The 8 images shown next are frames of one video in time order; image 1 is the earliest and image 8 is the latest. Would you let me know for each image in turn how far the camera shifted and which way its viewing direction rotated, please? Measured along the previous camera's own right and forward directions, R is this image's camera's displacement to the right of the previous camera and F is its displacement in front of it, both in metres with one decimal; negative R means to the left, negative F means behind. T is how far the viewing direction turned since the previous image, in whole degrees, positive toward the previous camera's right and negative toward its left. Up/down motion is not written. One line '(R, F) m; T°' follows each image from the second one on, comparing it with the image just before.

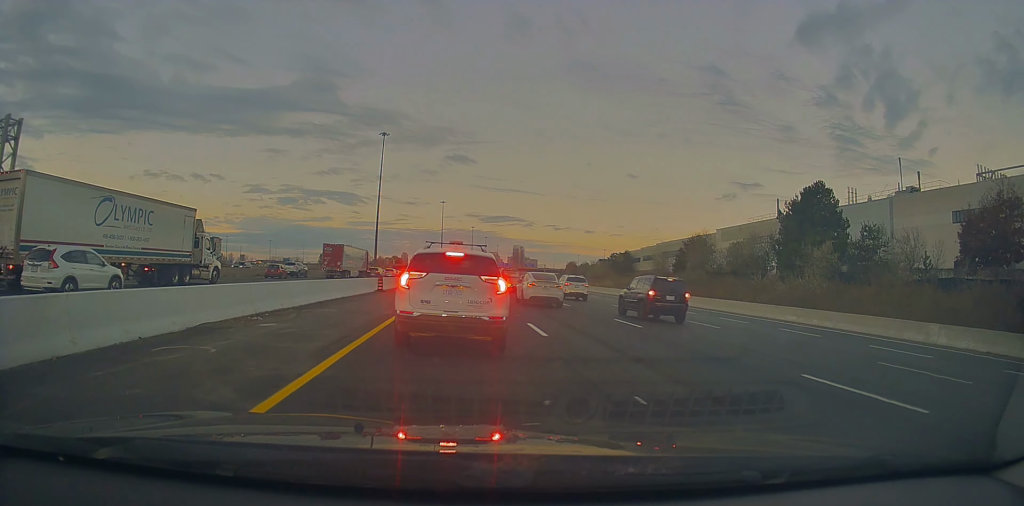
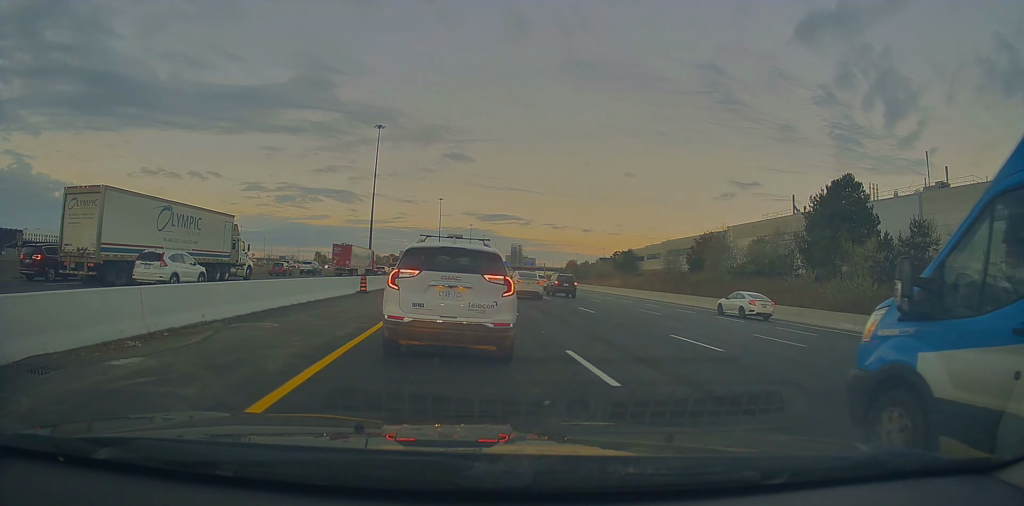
(-0.1, +5.5) m; +3°
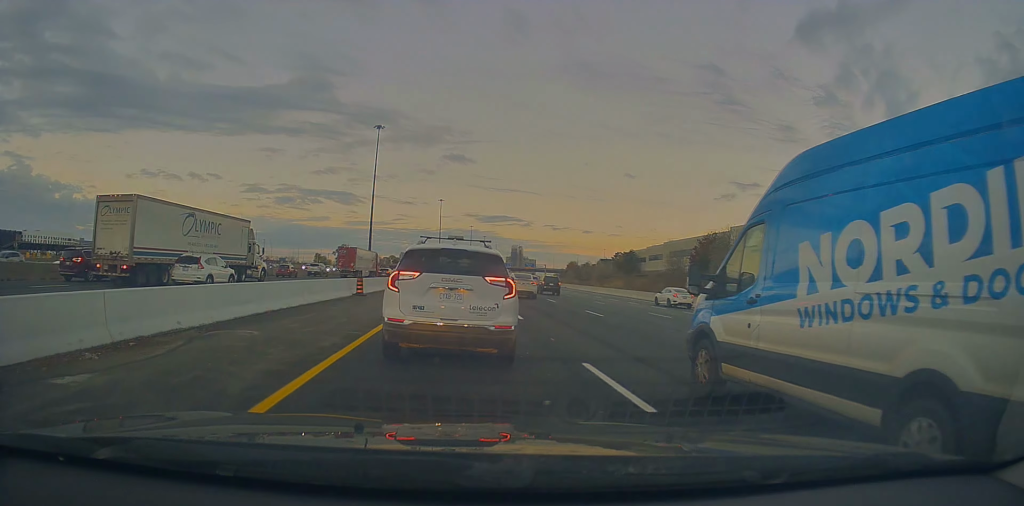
(+0.1, +1.5) m; +3°
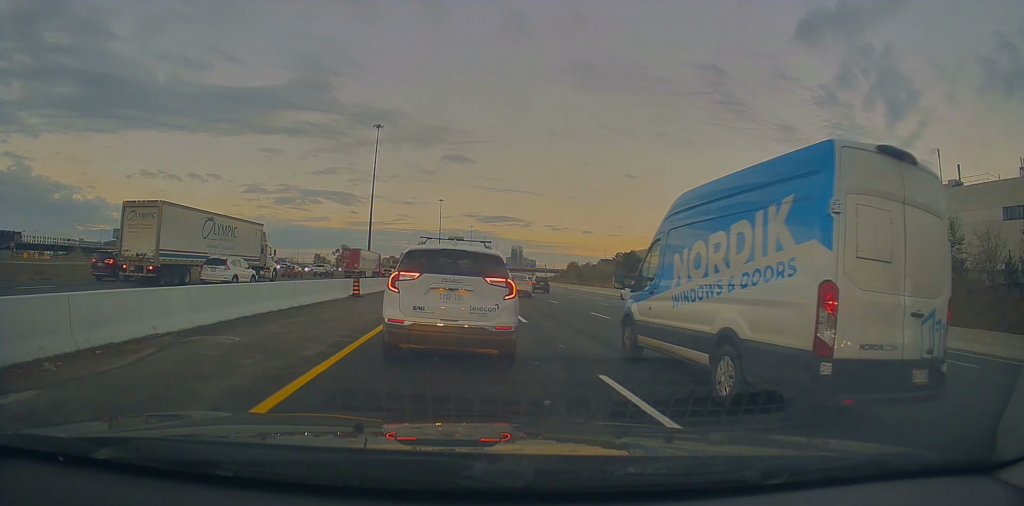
(-0.1, +1.0) m; 0°
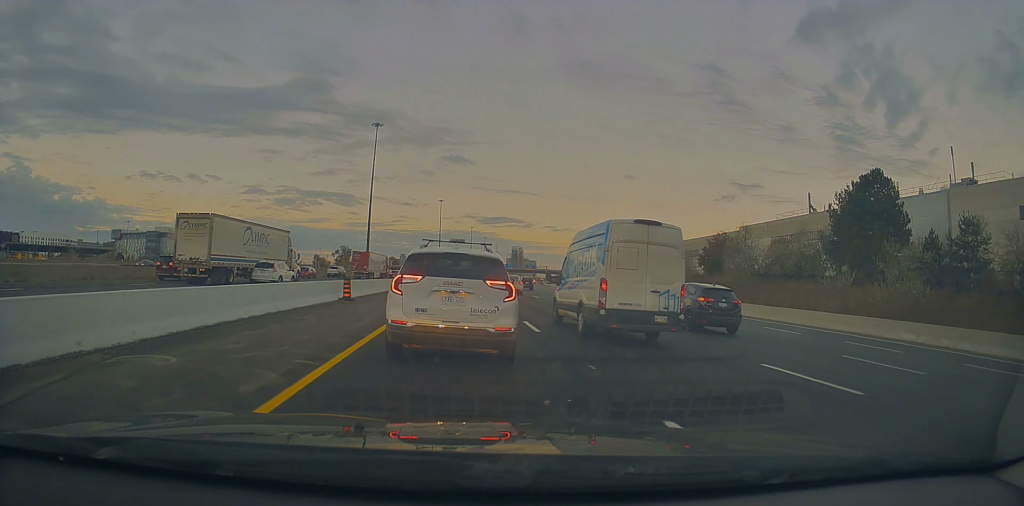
(+0.1, +2.7) m; +3°
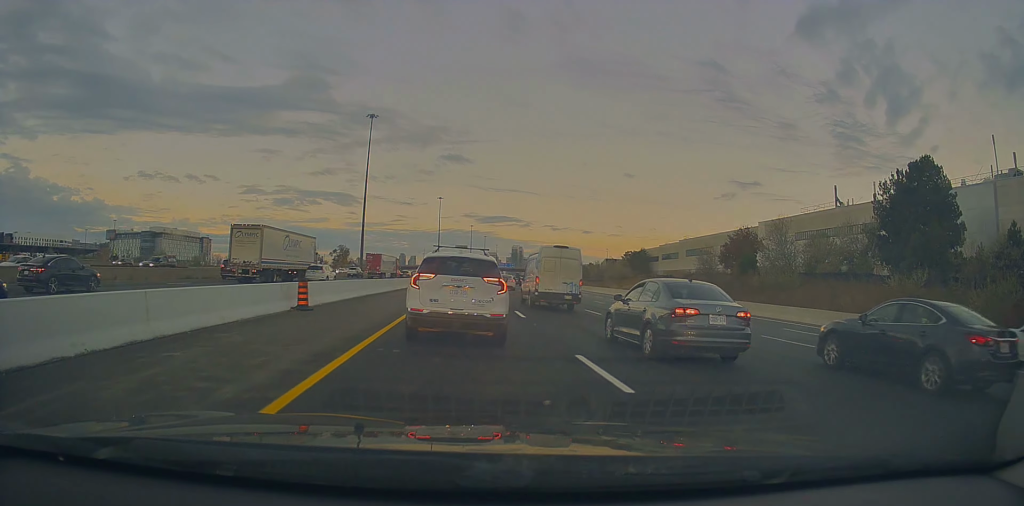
(-0.9, +7.4) m; -6°
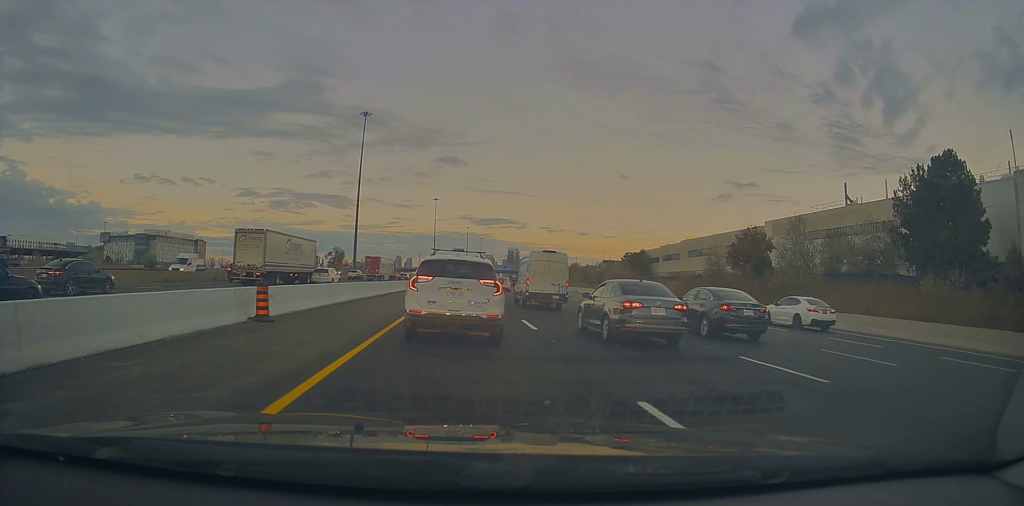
(+0.4, +3.6) m; +1°
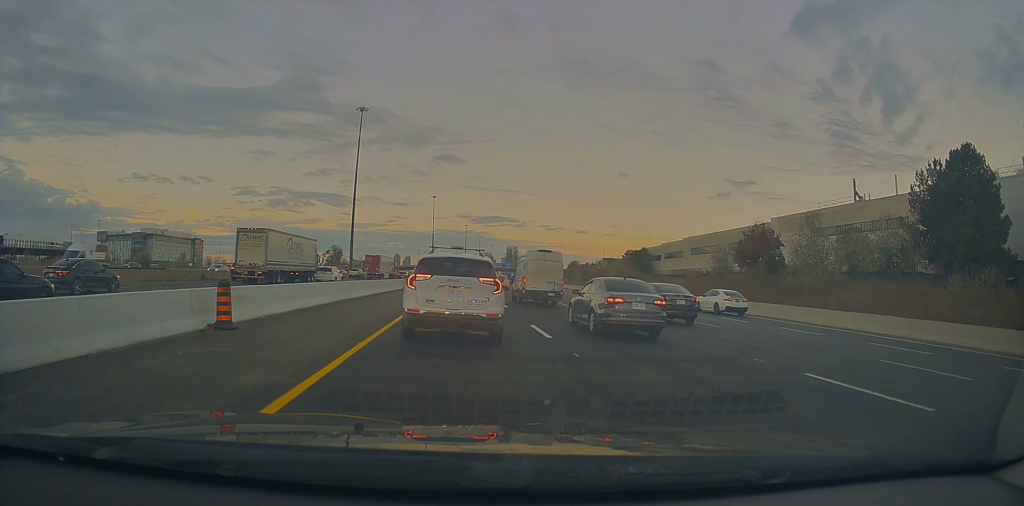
(-0.1, +2.4) m; -1°
